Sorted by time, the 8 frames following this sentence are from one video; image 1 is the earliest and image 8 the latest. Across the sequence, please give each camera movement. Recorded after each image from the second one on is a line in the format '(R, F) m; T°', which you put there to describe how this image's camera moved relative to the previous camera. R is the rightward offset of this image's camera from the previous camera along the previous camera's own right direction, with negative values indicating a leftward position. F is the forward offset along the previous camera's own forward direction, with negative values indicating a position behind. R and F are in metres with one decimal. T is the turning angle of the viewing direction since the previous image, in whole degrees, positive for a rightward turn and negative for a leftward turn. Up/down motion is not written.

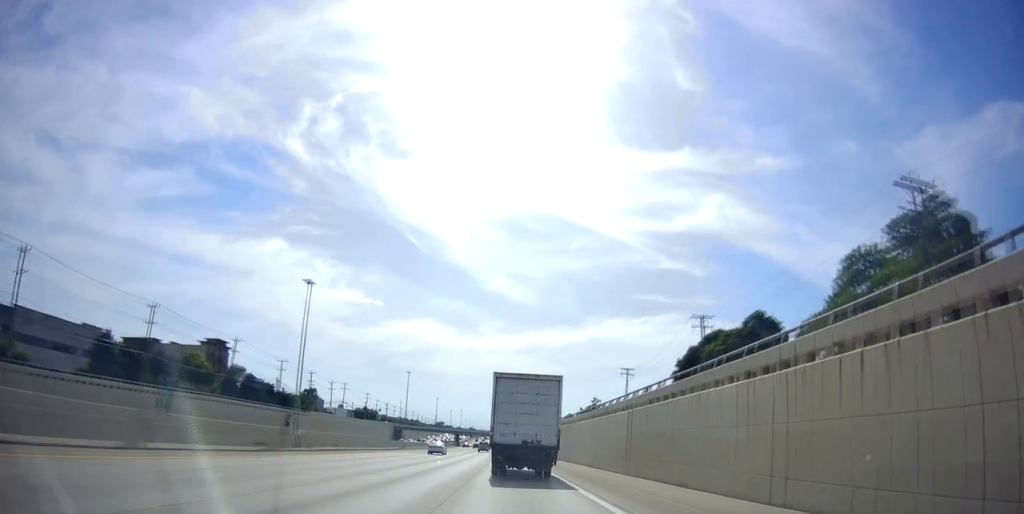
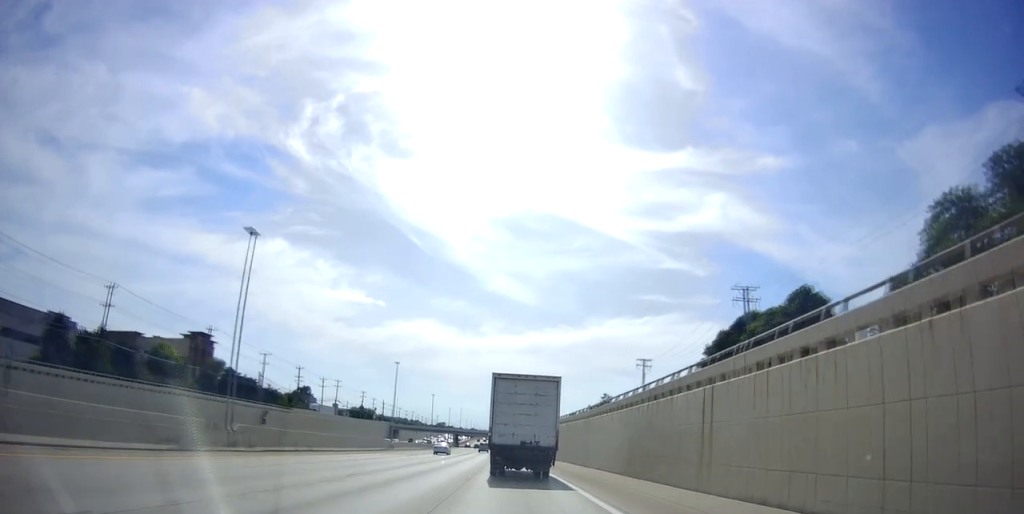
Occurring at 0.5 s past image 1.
(0.0, +12.1) m; -1°
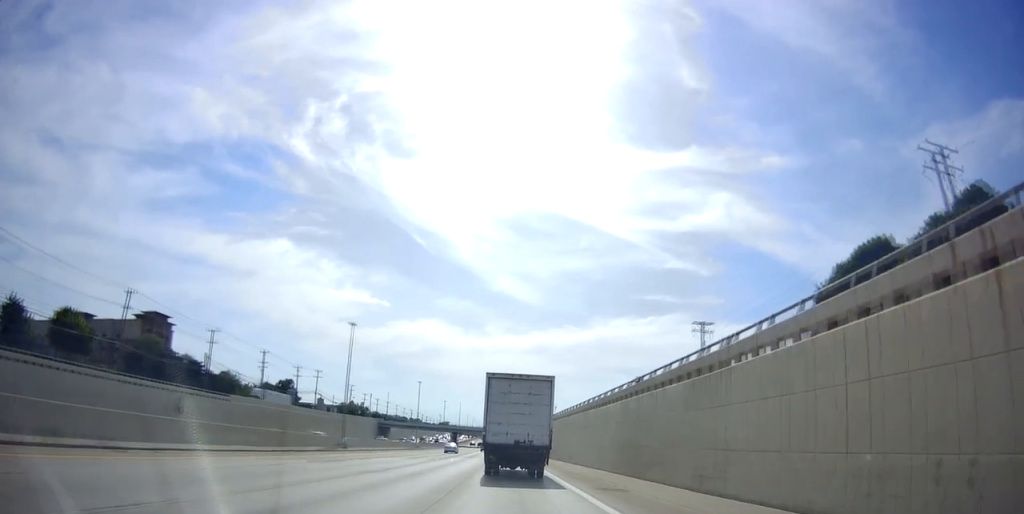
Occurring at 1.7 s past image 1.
(-0.5, +28.3) m; 0°
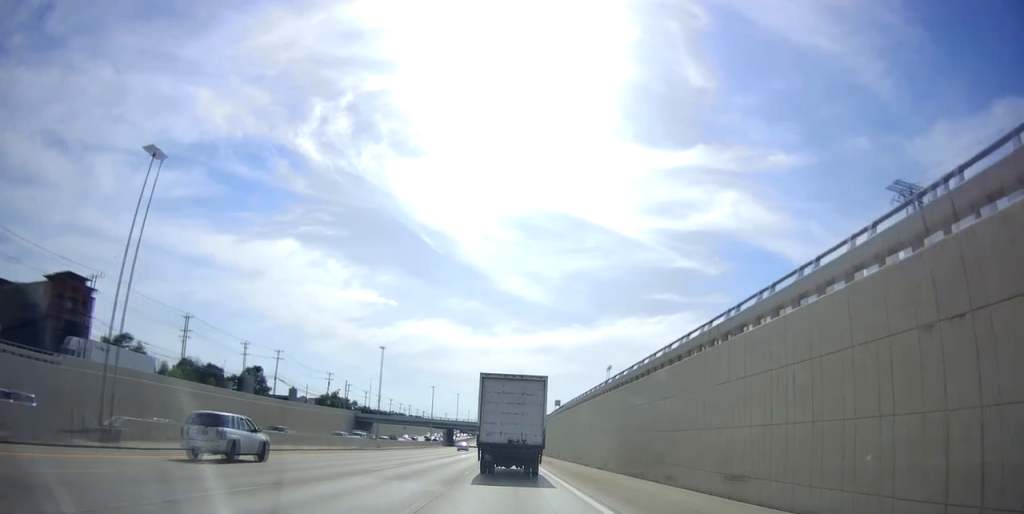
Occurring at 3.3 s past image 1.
(+0.8, +39.6) m; +1°
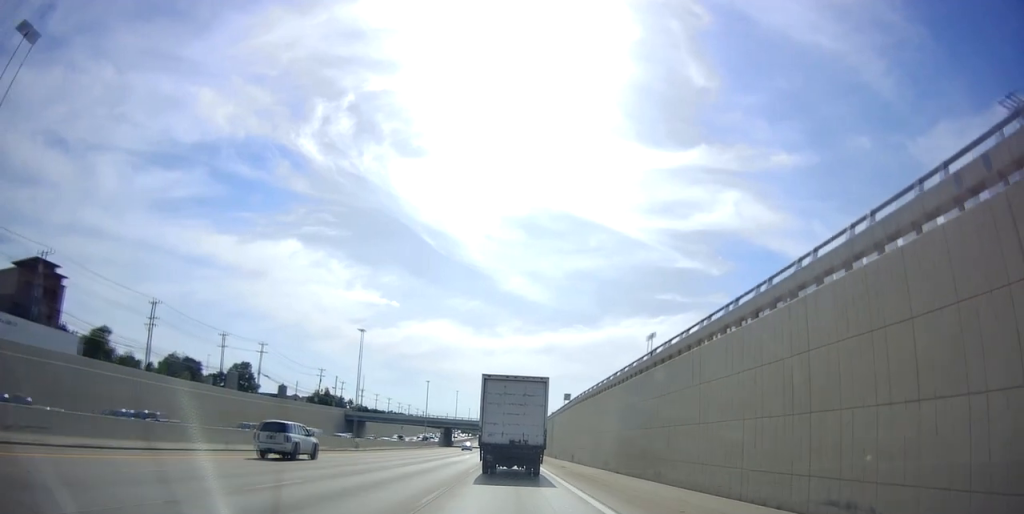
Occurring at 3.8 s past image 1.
(0.0, +12.1) m; 0°
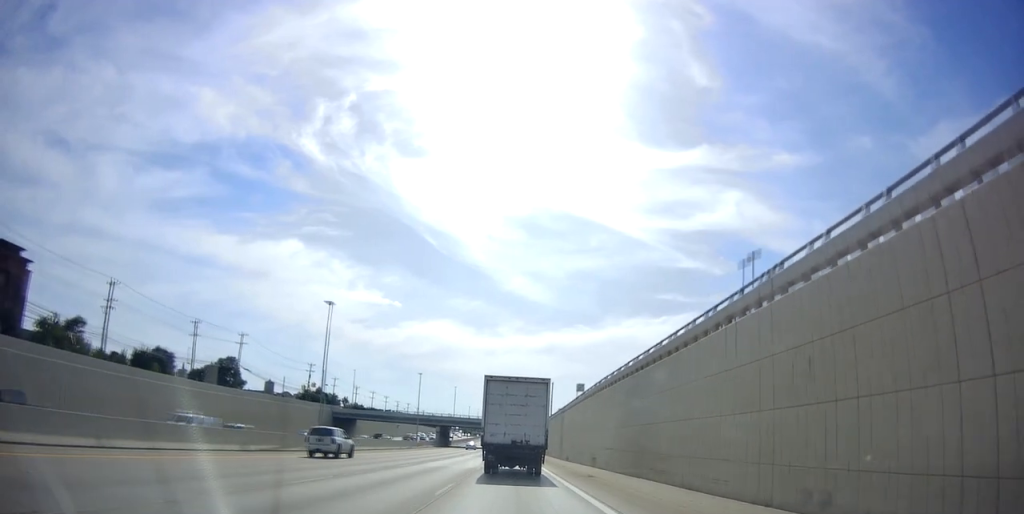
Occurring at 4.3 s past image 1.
(+0.1, +13.0) m; -1°
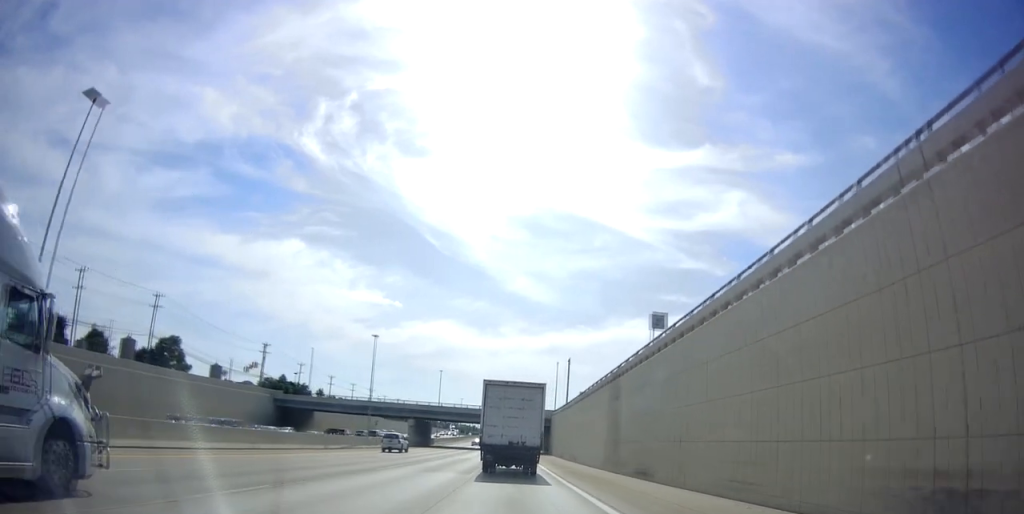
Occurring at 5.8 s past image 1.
(-0.4, +36.1) m; 0°
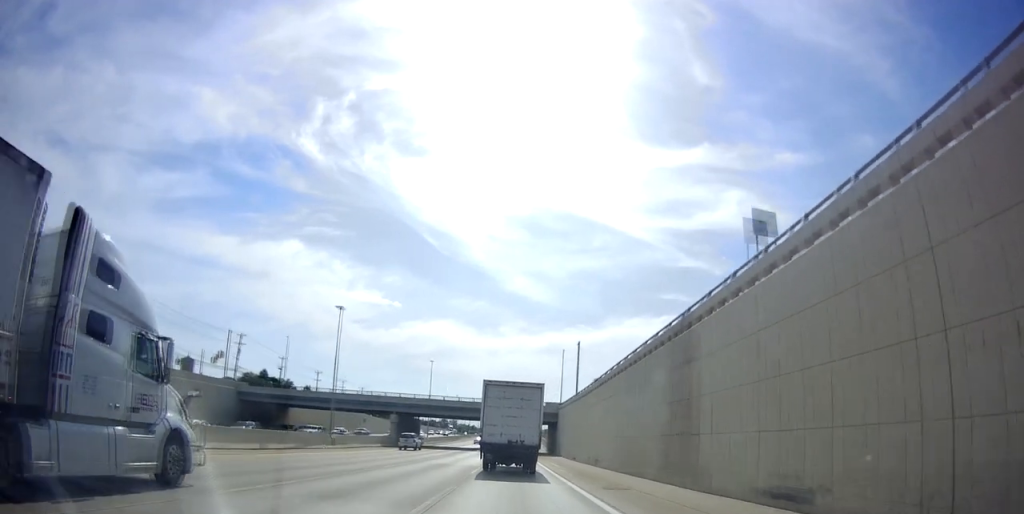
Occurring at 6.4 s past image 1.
(+0.3, +14.4) m; 0°
